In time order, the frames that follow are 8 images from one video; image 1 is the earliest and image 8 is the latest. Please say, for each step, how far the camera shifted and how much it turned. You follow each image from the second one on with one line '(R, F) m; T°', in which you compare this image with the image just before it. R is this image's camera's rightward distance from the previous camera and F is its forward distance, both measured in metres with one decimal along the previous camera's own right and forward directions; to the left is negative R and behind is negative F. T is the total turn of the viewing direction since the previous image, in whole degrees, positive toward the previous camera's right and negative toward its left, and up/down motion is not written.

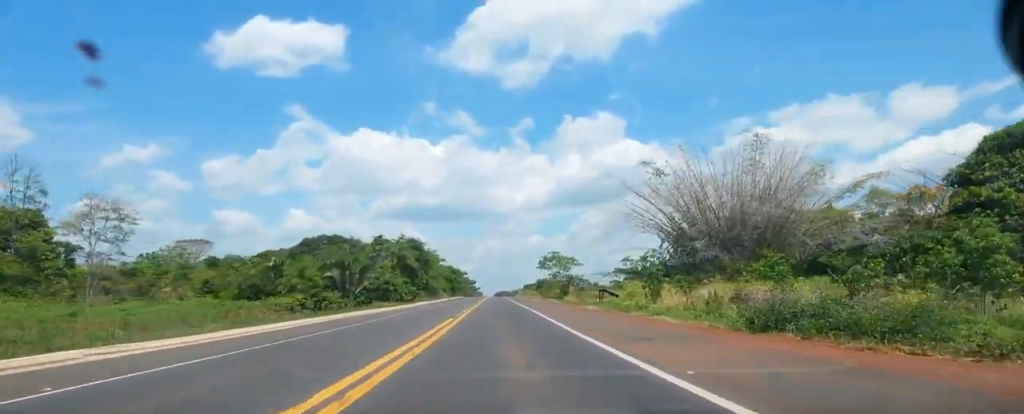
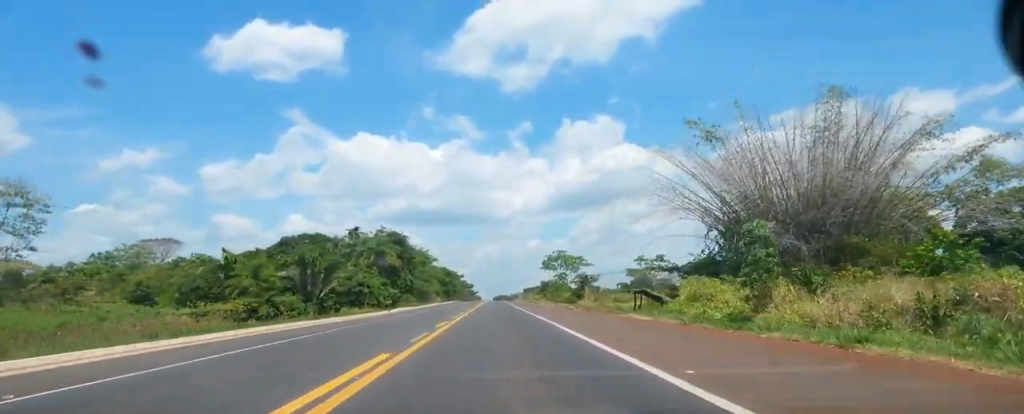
(+0.2, +18.0) m; +1°
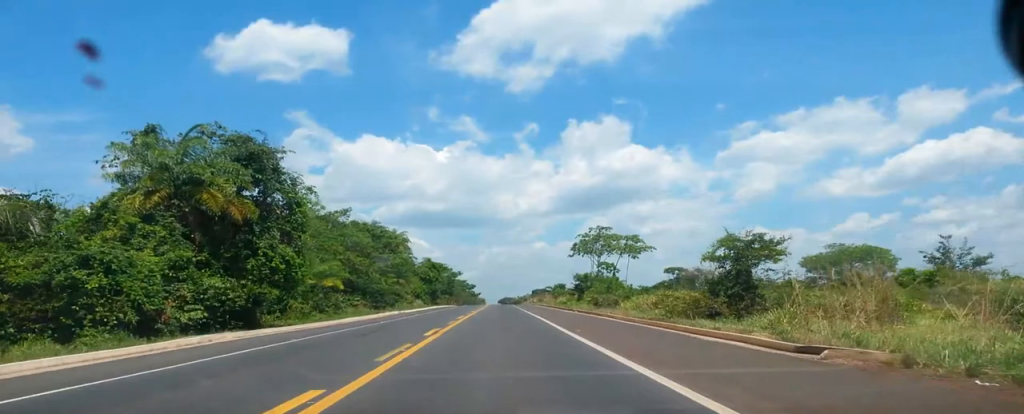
(+1.3, +54.2) m; +1°
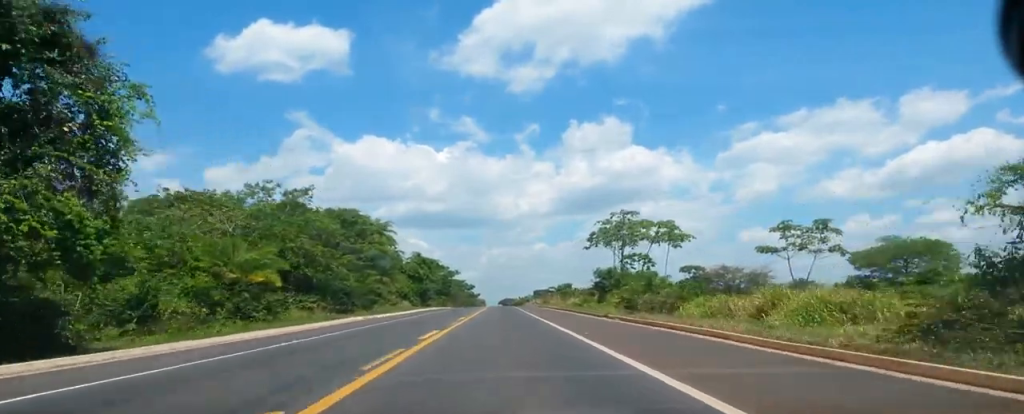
(-0.4, +18.4) m; -1°
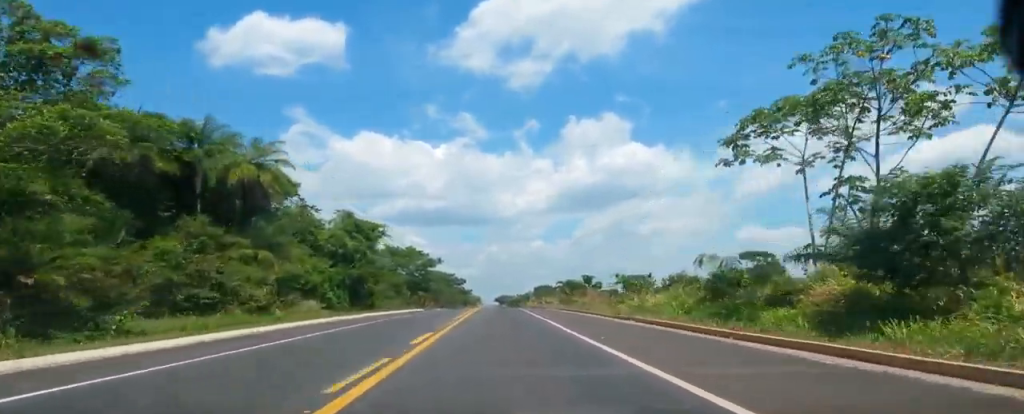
(-0.4, +53.4) m; +1°
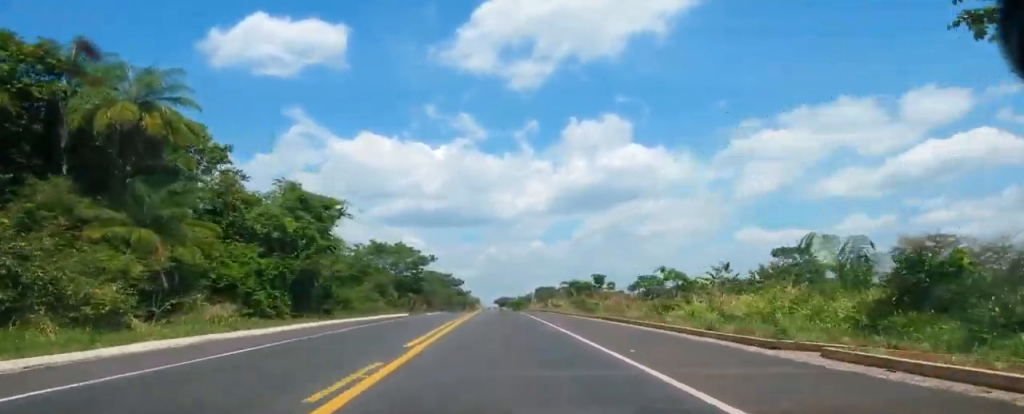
(+0.4, +17.5) m; 0°
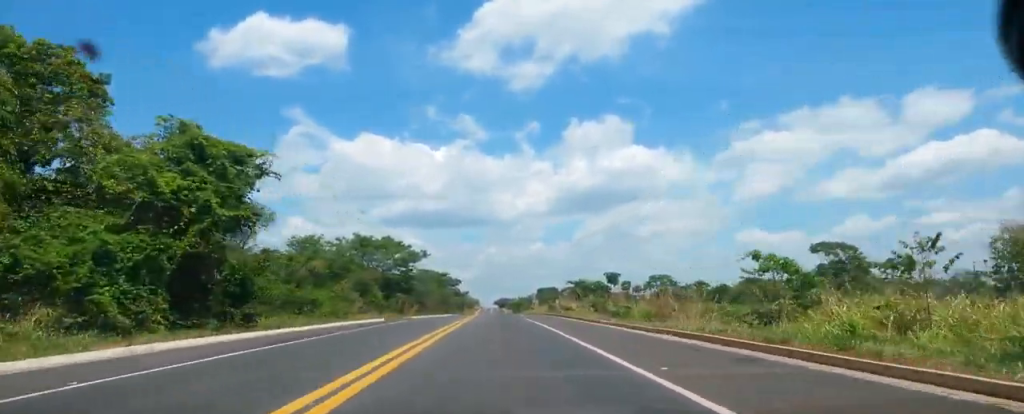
(+0.2, +16.4) m; 0°
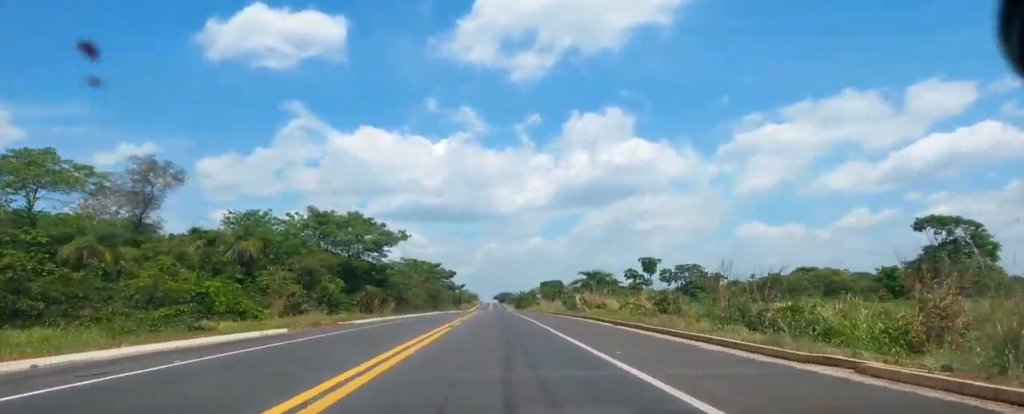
(-0.4, +29.3) m; 0°
